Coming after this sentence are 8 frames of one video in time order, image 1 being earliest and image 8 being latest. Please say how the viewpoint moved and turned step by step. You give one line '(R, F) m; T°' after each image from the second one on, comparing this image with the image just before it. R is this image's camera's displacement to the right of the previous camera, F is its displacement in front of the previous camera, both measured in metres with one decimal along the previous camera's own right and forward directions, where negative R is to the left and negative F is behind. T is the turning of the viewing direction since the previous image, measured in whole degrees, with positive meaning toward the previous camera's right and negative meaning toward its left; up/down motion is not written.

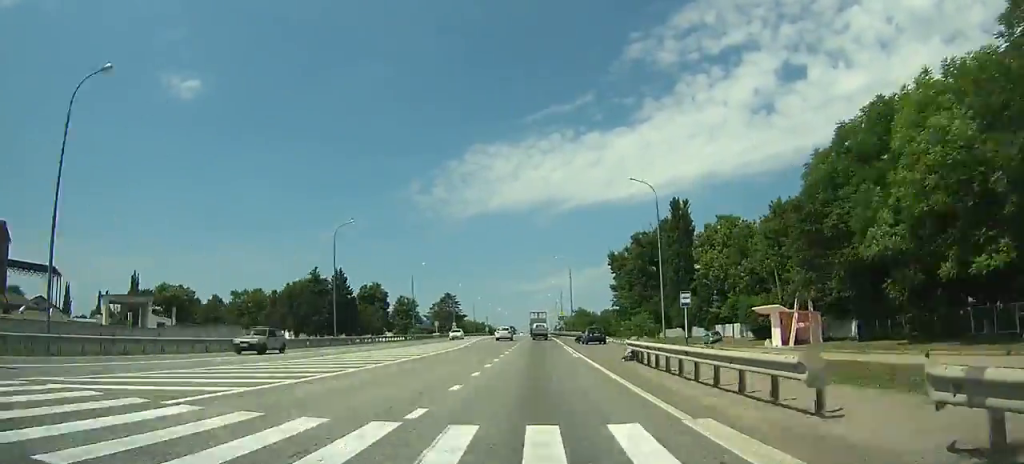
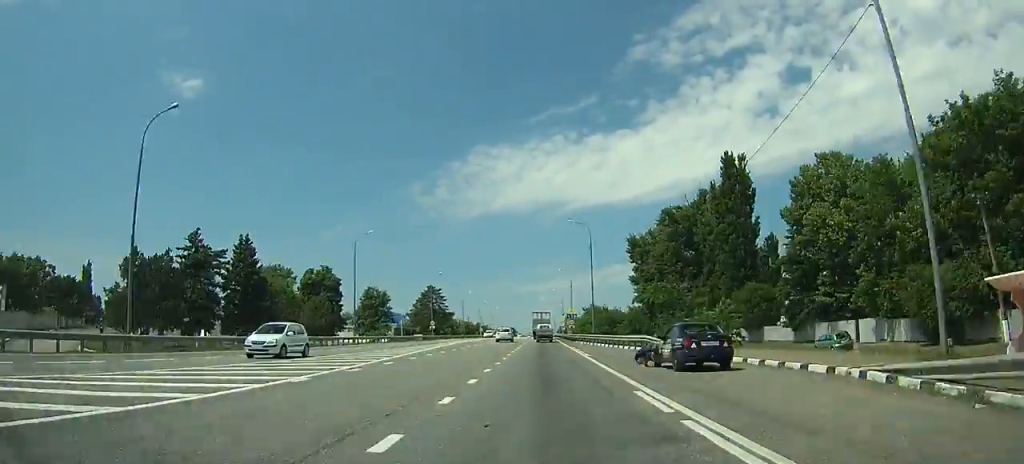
(-0.1, +28.5) m; 0°
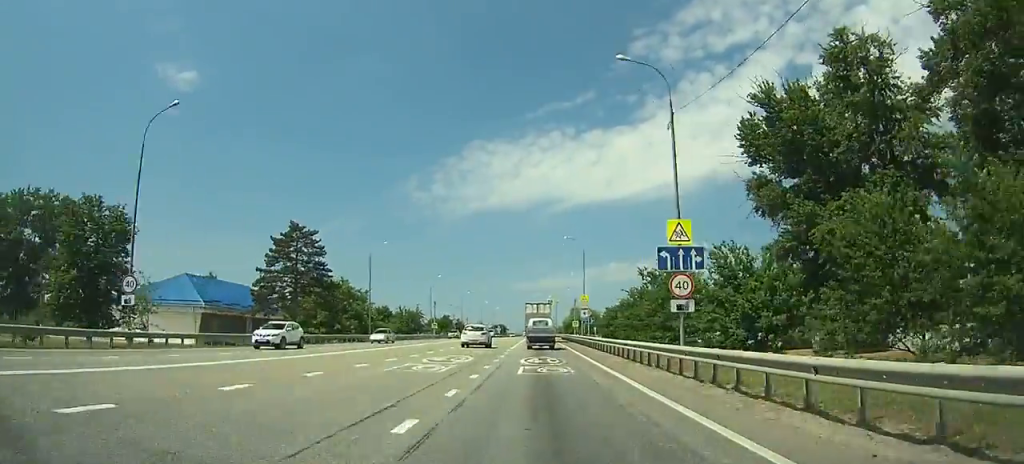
(+0.2, +72.3) m; 0°
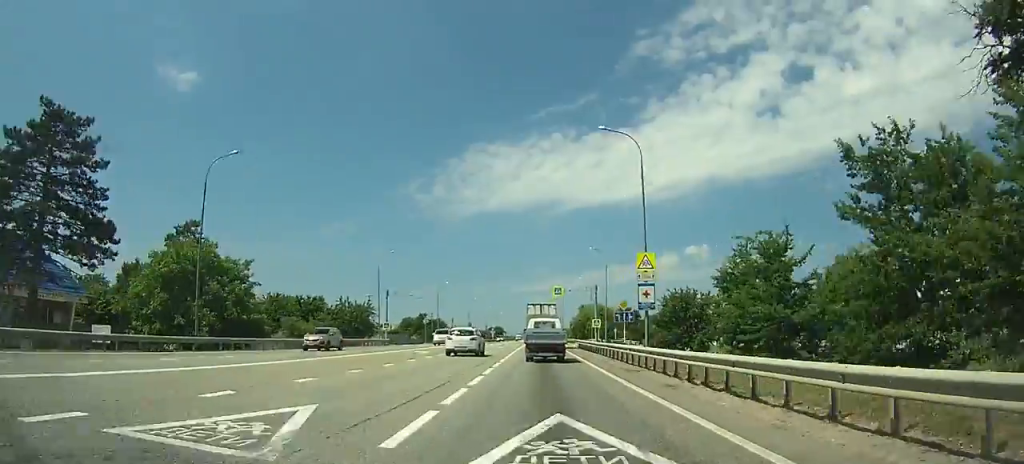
(0.0, +37.8) m; 0°
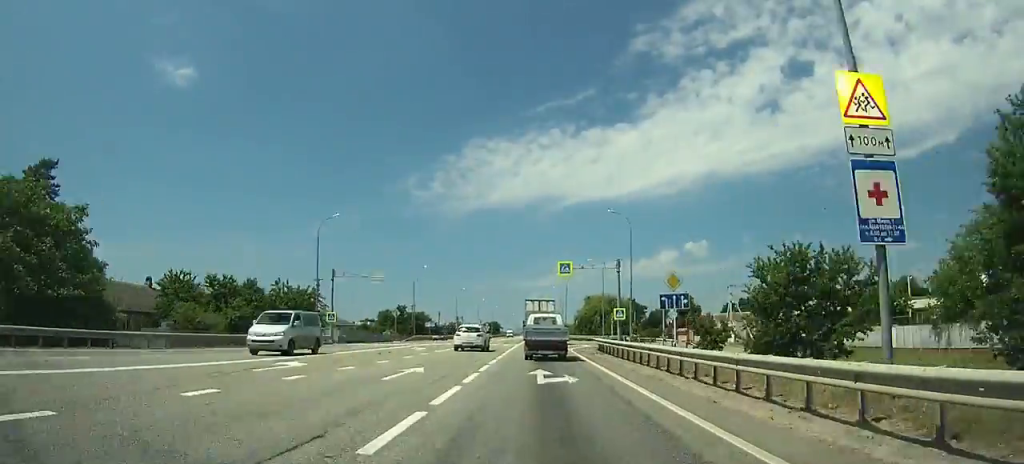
(+0.1, +22.3) m; 0°
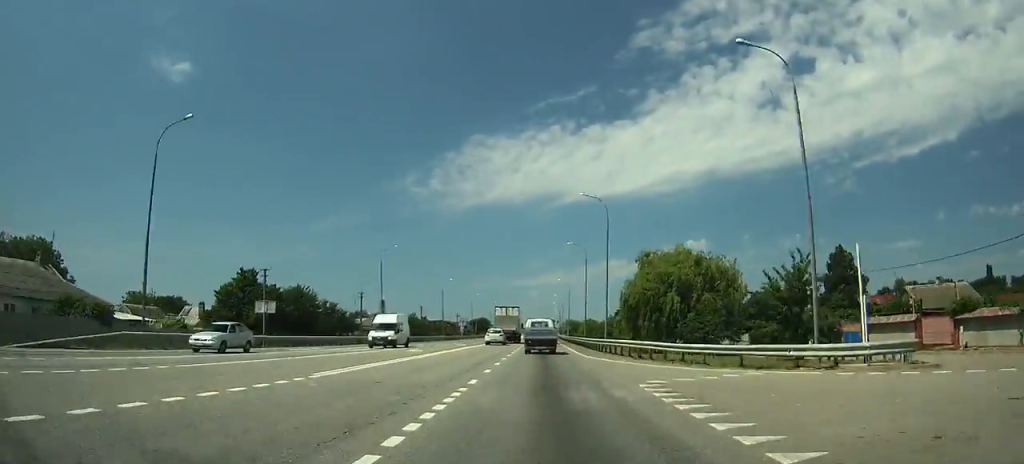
(+0.1, +71.4) m; 0°
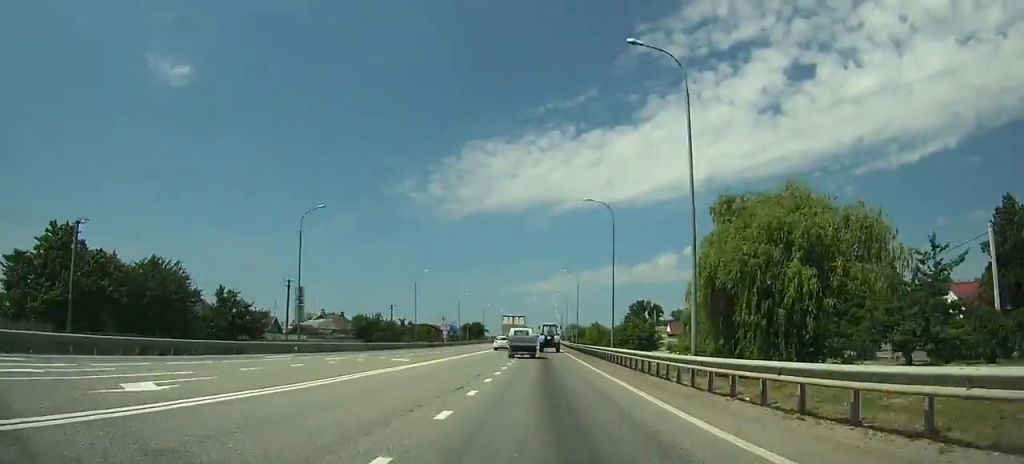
(+0.1, +25.5) m; 0°
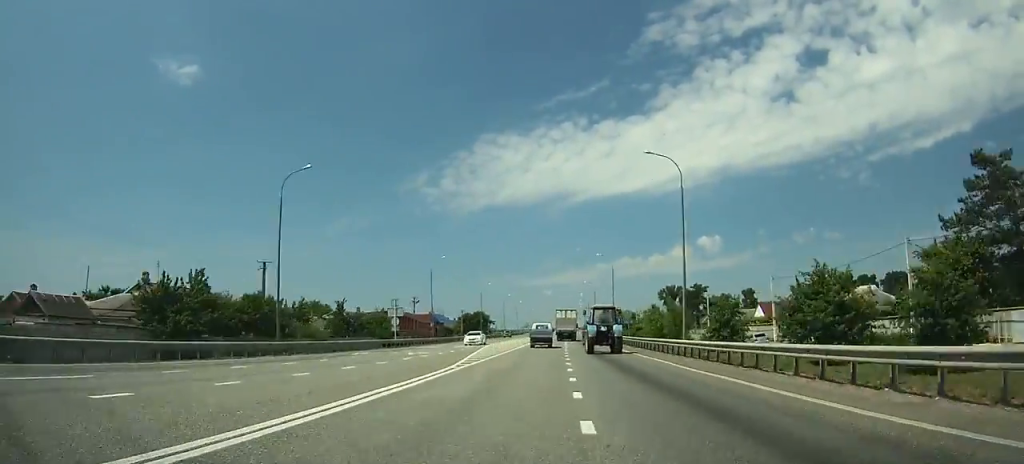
(-0.4, +52.7) m; 0°
